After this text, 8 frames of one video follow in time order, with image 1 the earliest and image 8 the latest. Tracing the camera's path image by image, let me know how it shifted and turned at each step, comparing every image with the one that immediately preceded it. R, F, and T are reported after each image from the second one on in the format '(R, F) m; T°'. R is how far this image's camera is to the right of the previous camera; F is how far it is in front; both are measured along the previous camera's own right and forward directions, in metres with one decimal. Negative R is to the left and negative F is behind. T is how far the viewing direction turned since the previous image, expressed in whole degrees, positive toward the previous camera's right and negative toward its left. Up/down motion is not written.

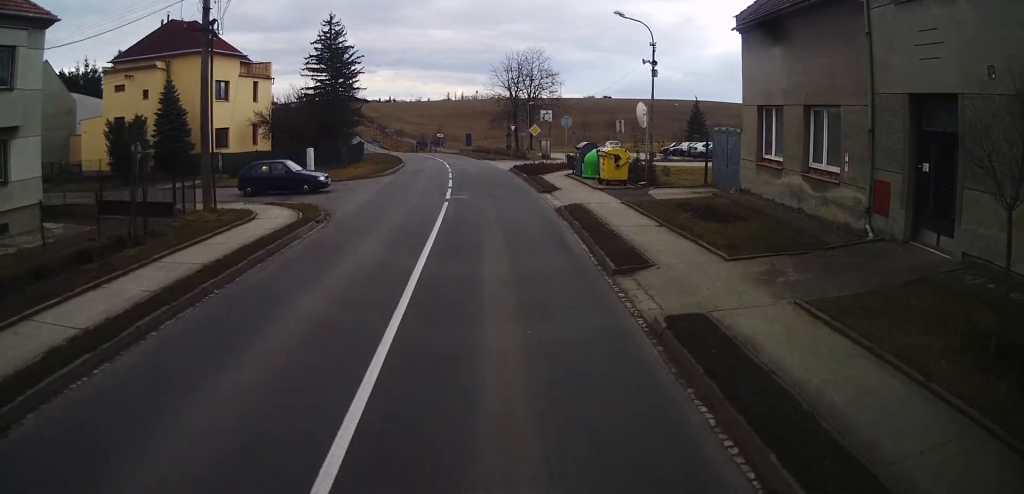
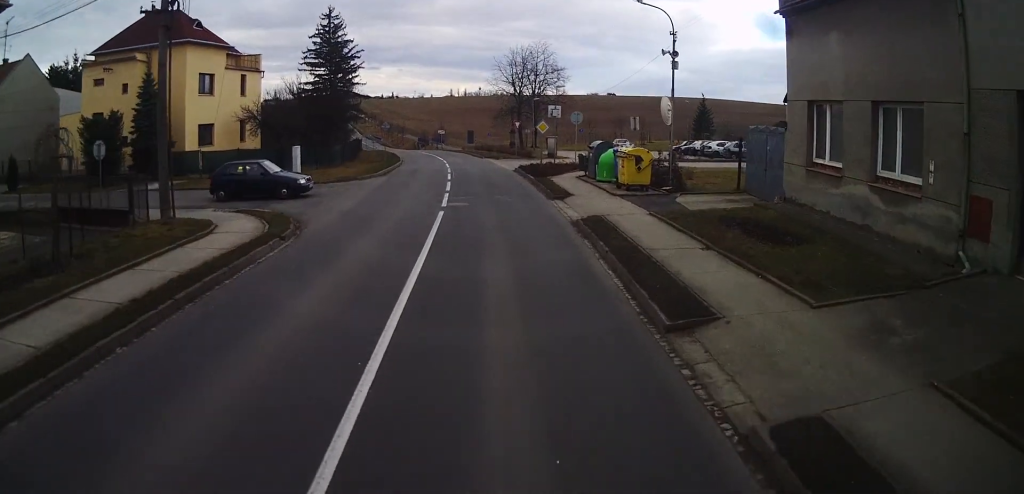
(0.0, +3.0) m; +2°
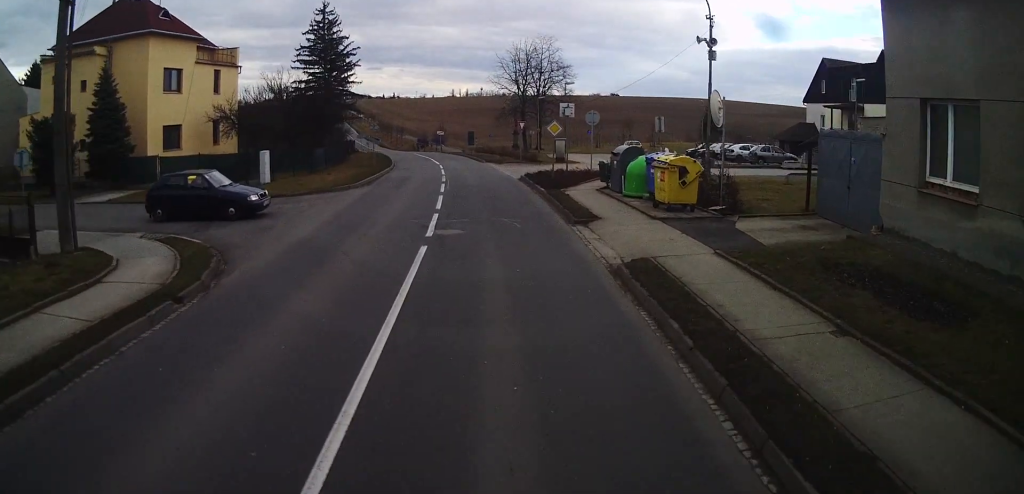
(+0.2, +5.1) m; +1°
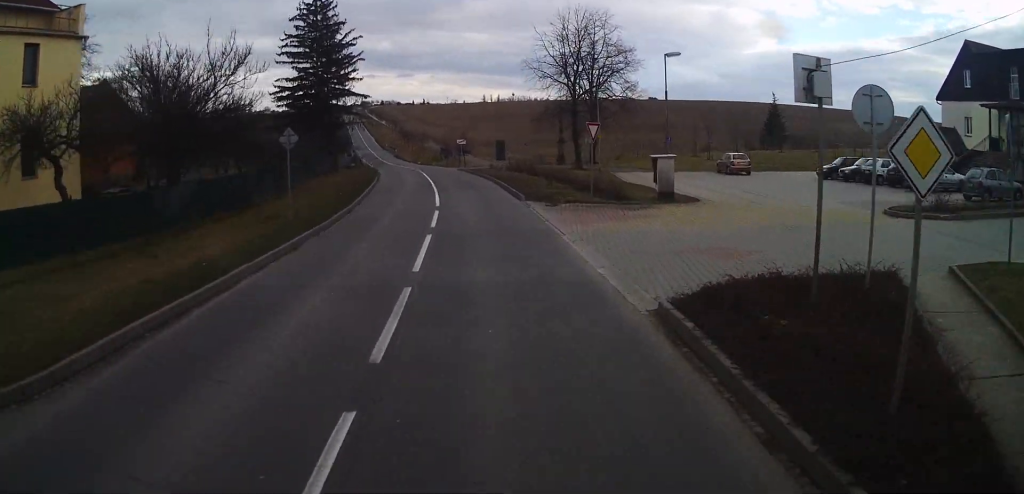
(-0.9, +19.4) m; -9°
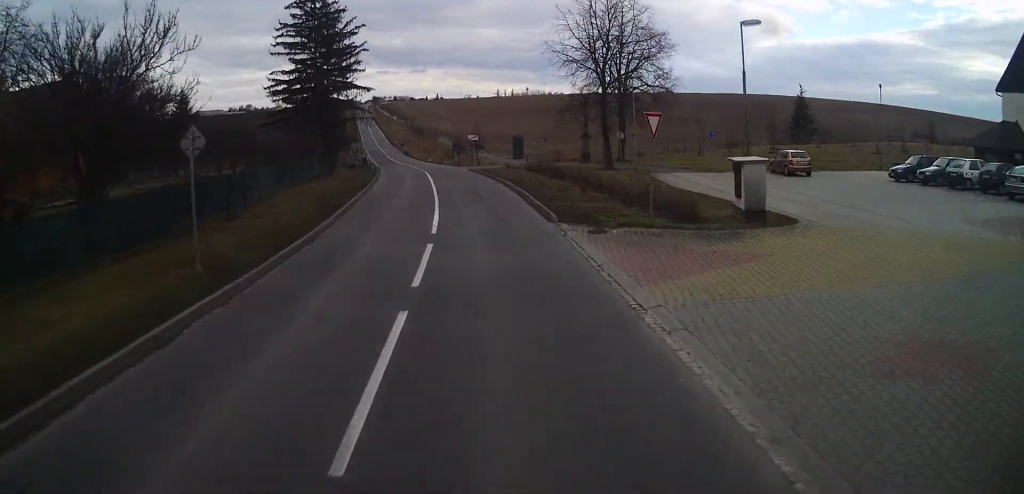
(-0.3, +5.8) m; -3°
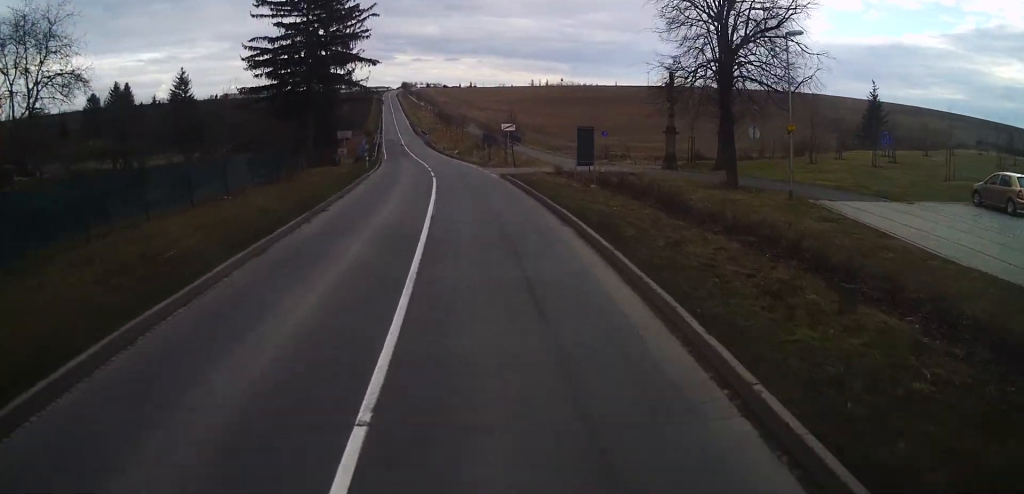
(-0.1, +15.4) m; 0°
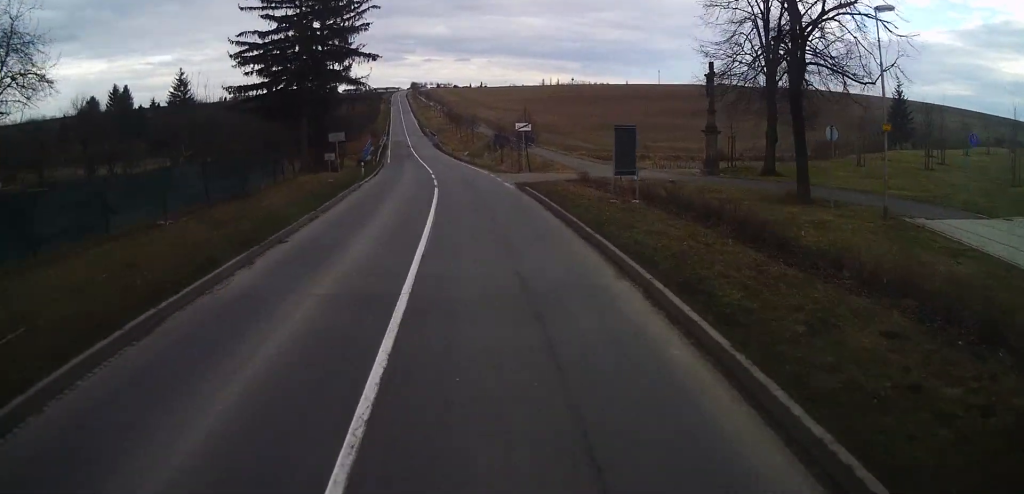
(0.0, +5.0) m; 0°
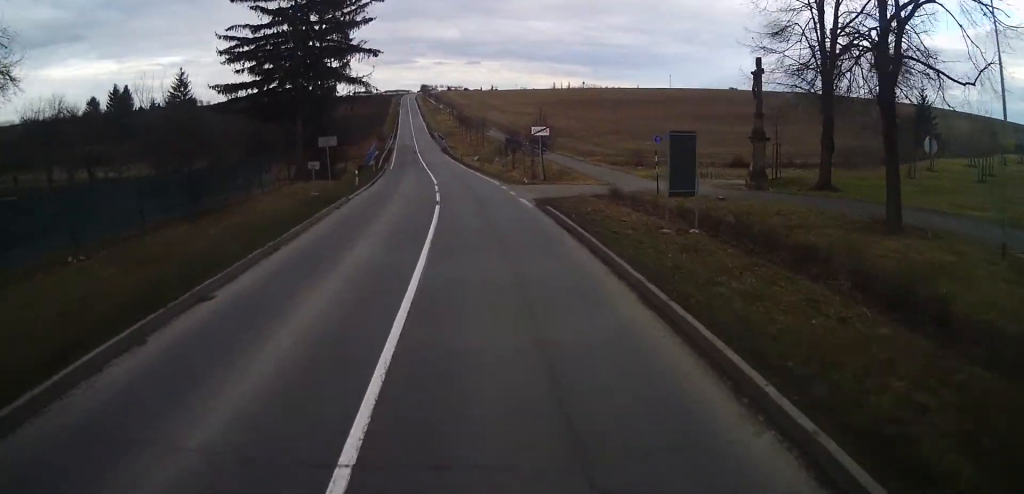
(0.0, +4.6) m; 0°
